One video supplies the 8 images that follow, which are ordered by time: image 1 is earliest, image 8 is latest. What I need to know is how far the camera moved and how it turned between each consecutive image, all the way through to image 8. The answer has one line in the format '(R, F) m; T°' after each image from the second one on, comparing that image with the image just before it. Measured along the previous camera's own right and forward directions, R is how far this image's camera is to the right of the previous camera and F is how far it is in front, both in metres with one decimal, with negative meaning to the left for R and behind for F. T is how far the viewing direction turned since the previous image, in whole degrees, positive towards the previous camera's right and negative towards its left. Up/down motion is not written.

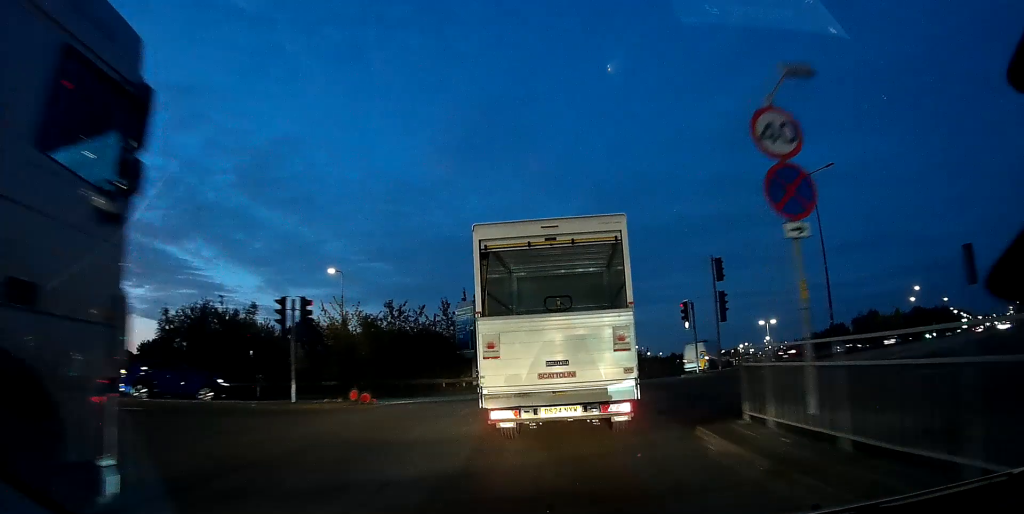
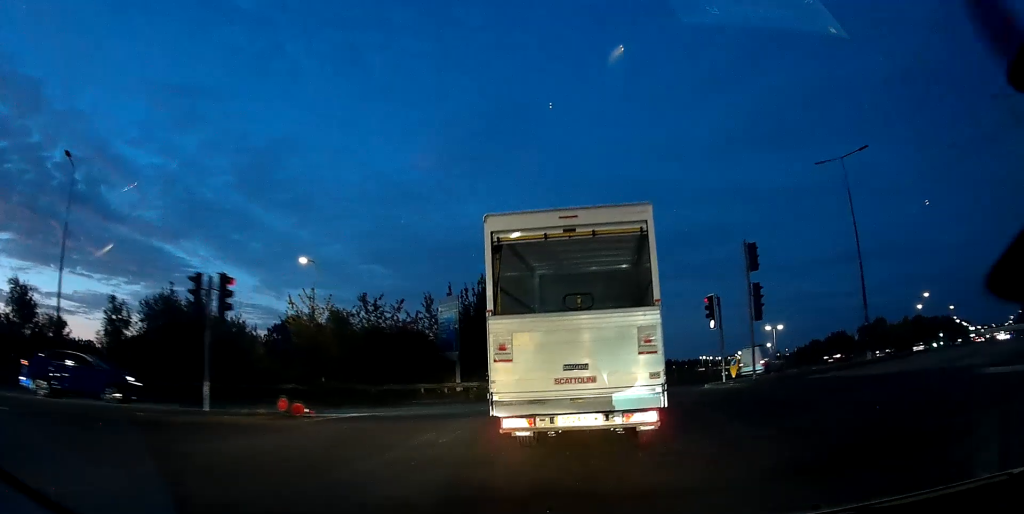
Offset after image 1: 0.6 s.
(0.0, +5.2) m; 0°
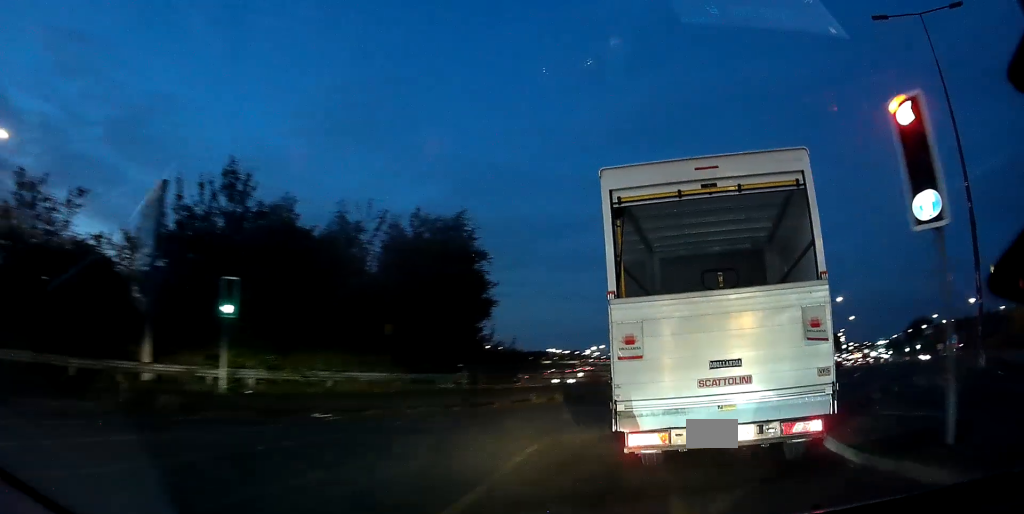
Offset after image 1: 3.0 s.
(+1.7, +20.1) m; +15°
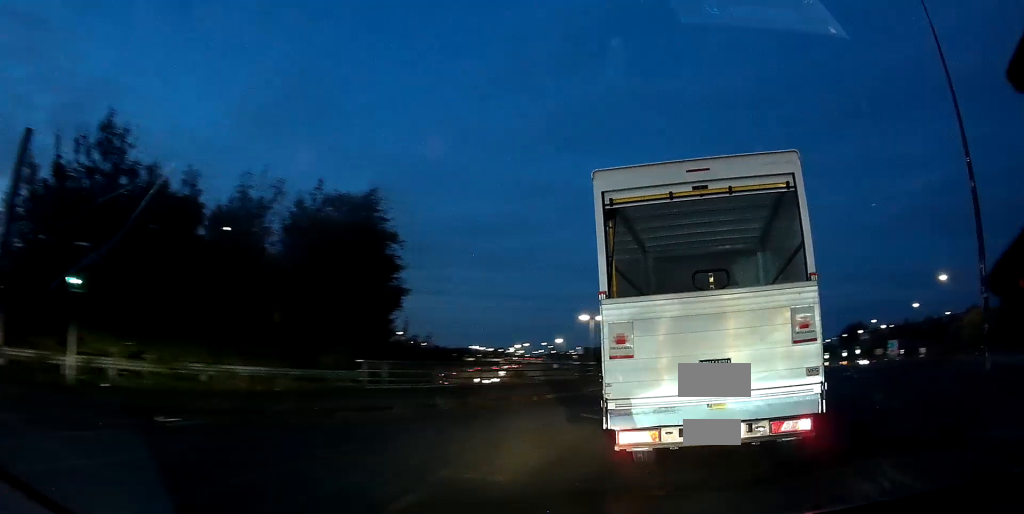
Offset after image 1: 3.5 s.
(0.0, +3.8) m; +6°
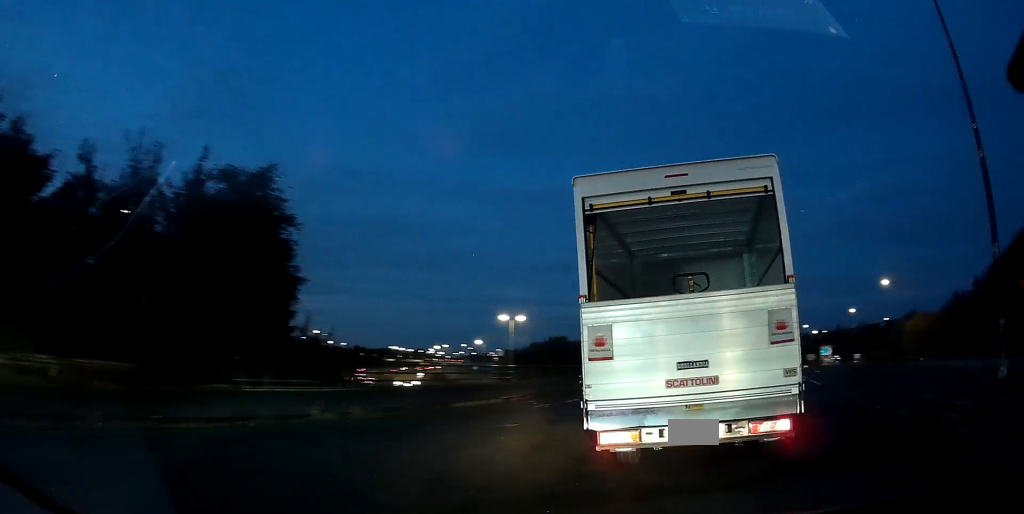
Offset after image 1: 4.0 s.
(+0.3, +3.7) m; +6°
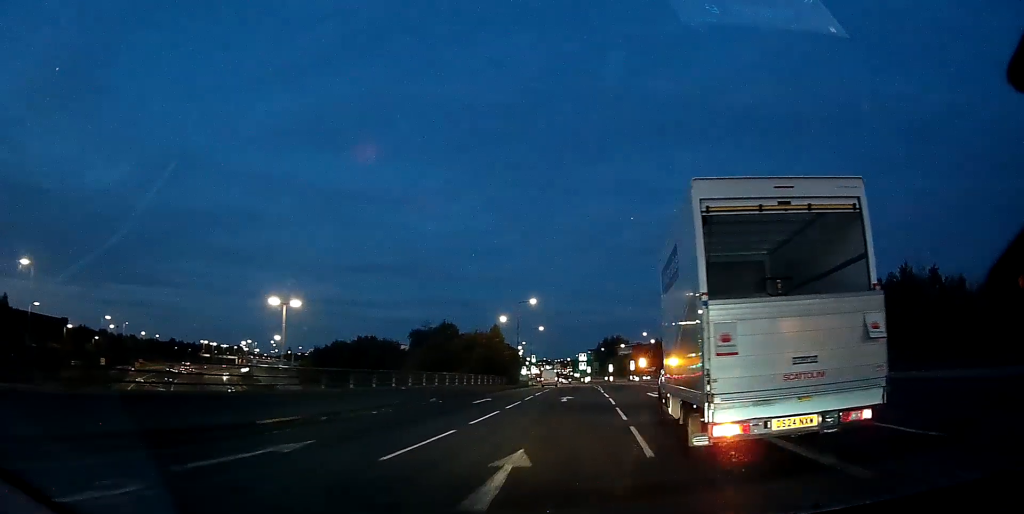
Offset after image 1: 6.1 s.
(+3.4, +16.1) m; +20°
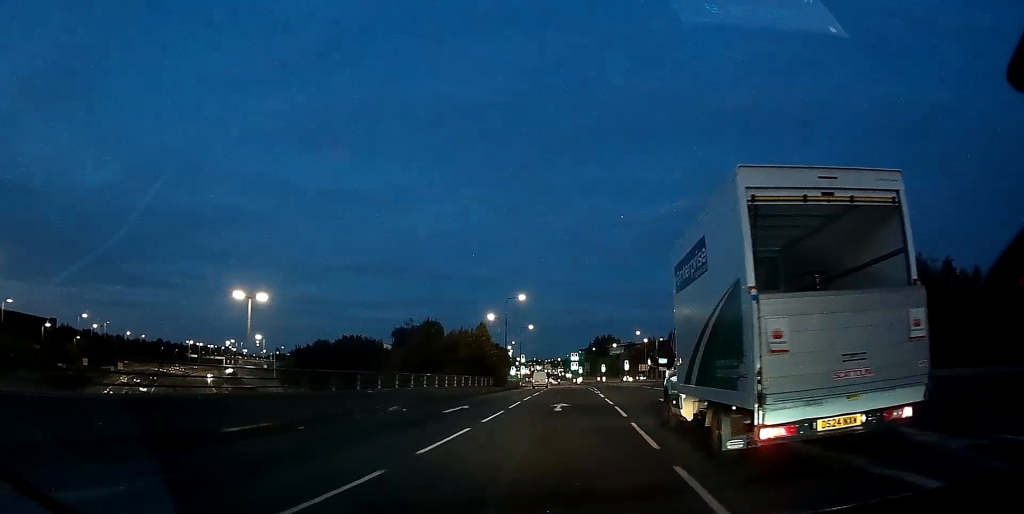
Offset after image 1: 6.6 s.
(+0.3, +4.5) m; +2°
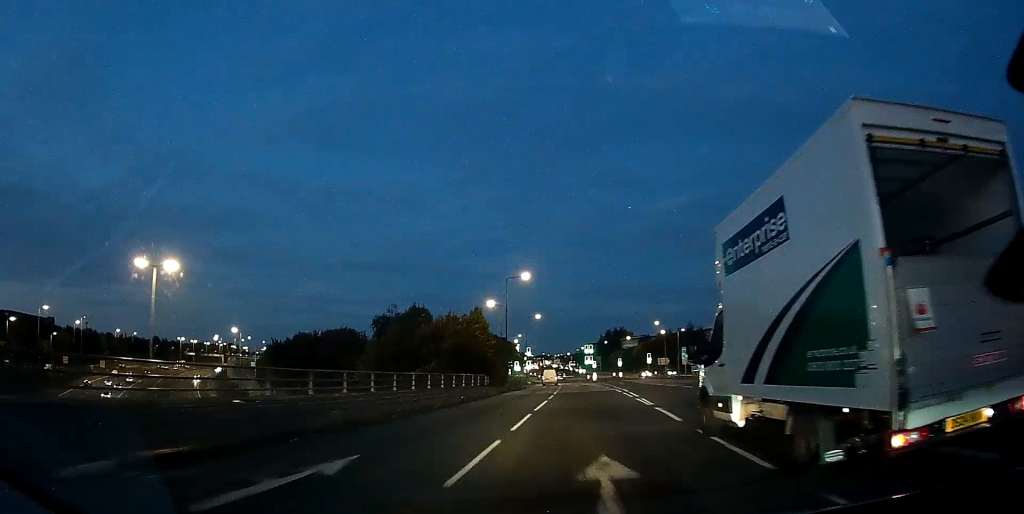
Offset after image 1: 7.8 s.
(0.0, +13.3) m; 0°
